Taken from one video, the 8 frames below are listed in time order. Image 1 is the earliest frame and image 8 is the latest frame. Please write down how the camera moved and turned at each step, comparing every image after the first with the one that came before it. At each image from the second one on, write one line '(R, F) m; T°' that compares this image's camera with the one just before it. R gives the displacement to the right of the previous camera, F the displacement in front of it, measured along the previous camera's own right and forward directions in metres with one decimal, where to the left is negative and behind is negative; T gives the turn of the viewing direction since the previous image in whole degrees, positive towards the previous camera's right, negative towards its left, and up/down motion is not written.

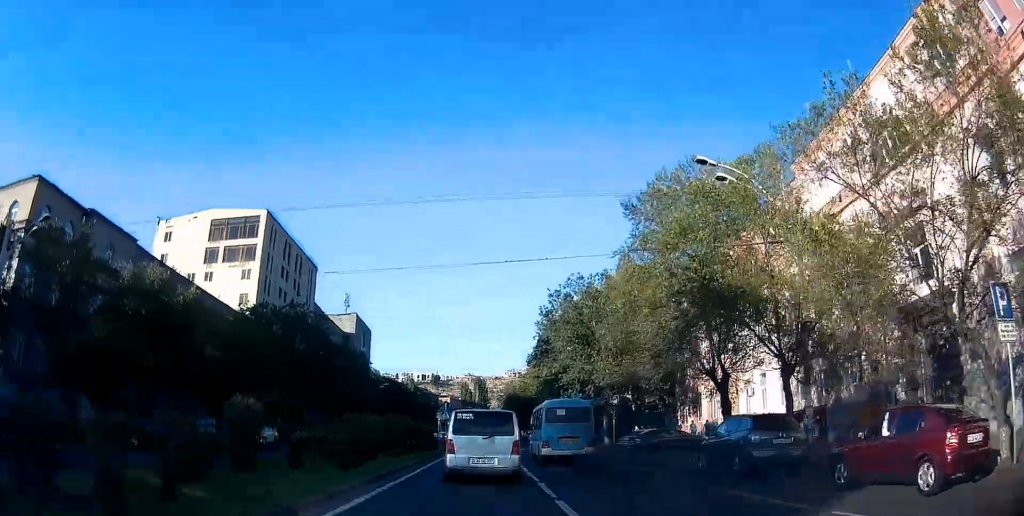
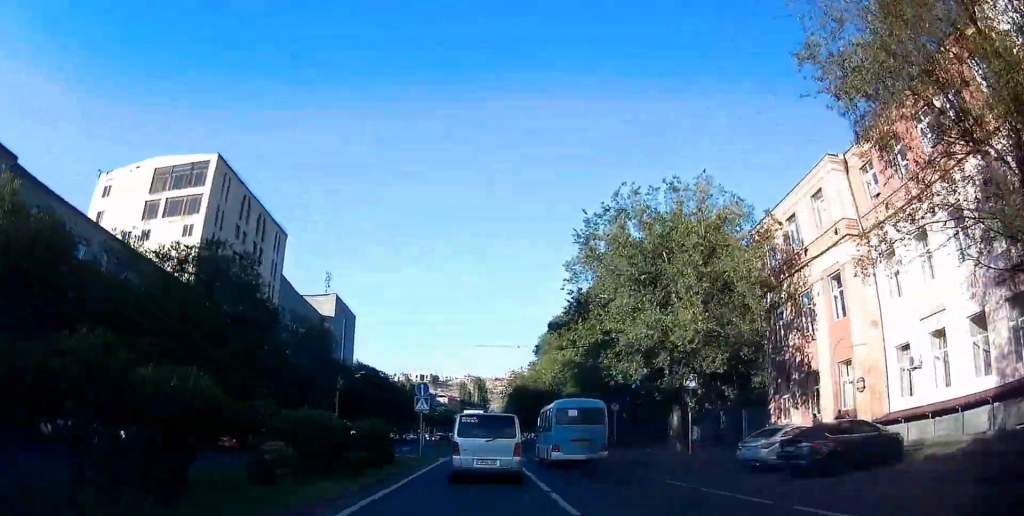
(-0.2, +18.1) m; -1°
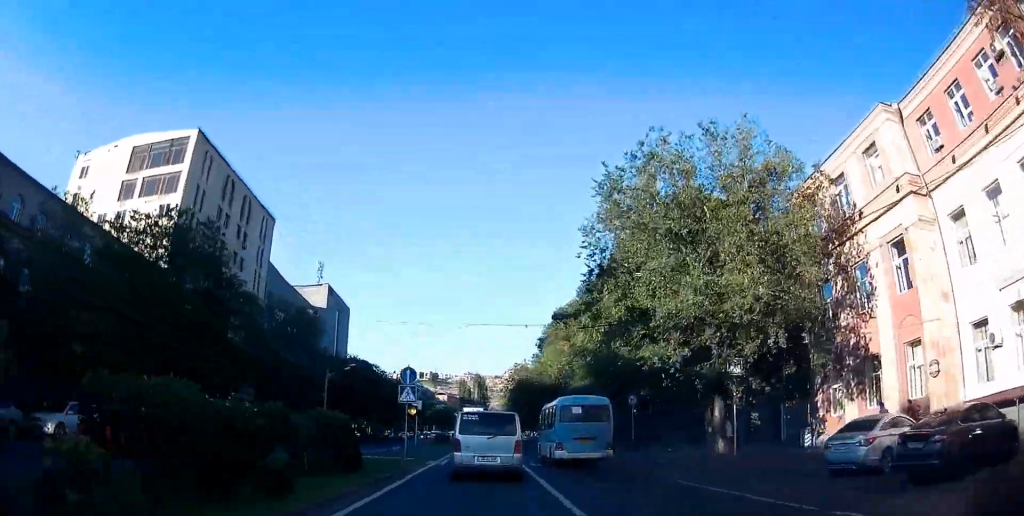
(-0.2, +5.7) m; +1°
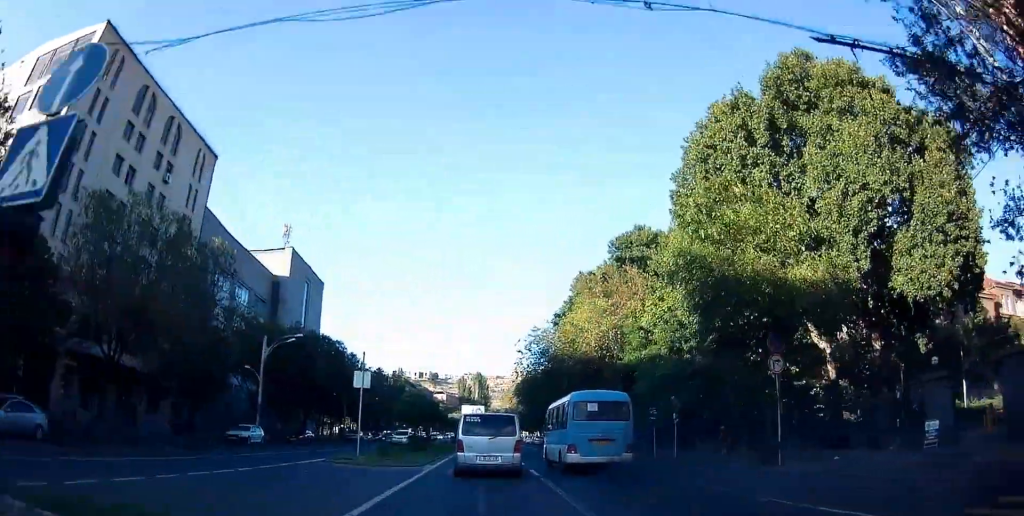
(+0.6, +21.2) m; +3°
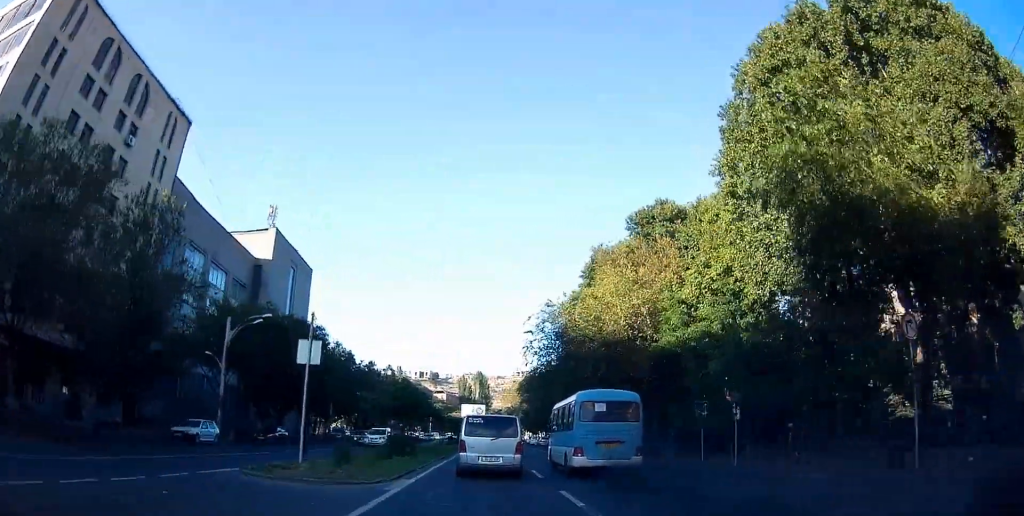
(0.0, +7.9) m; -1°
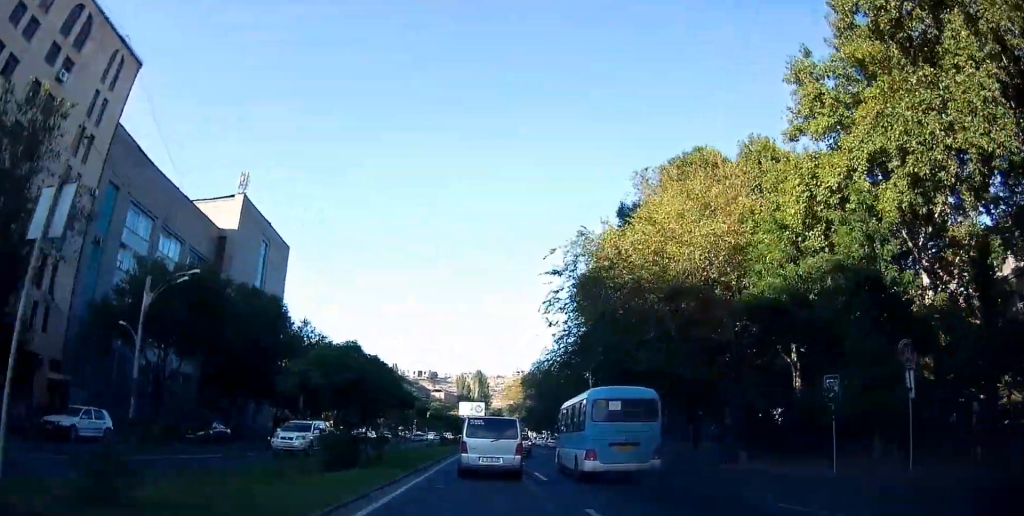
(-0.1, +11.4) m; 0°
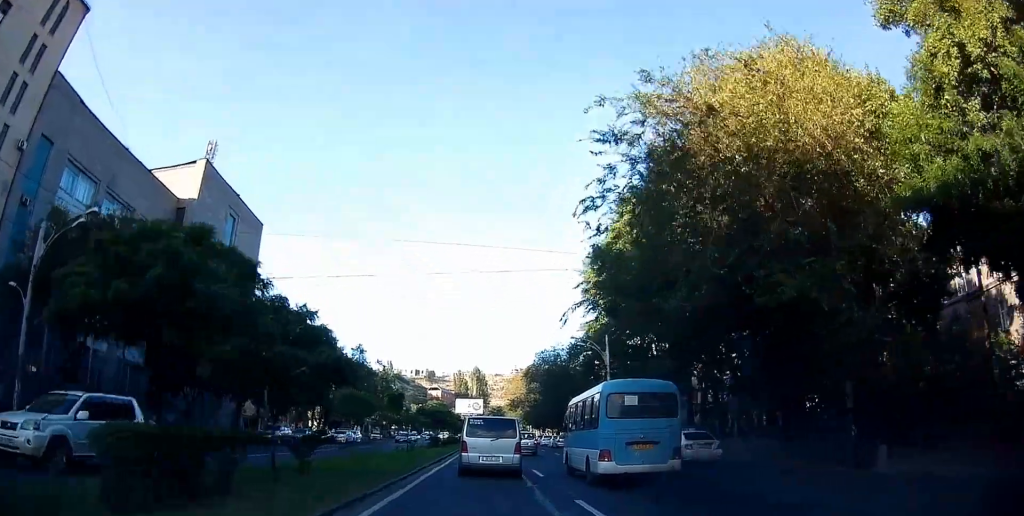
(-0.3, +9.6) m; +1°
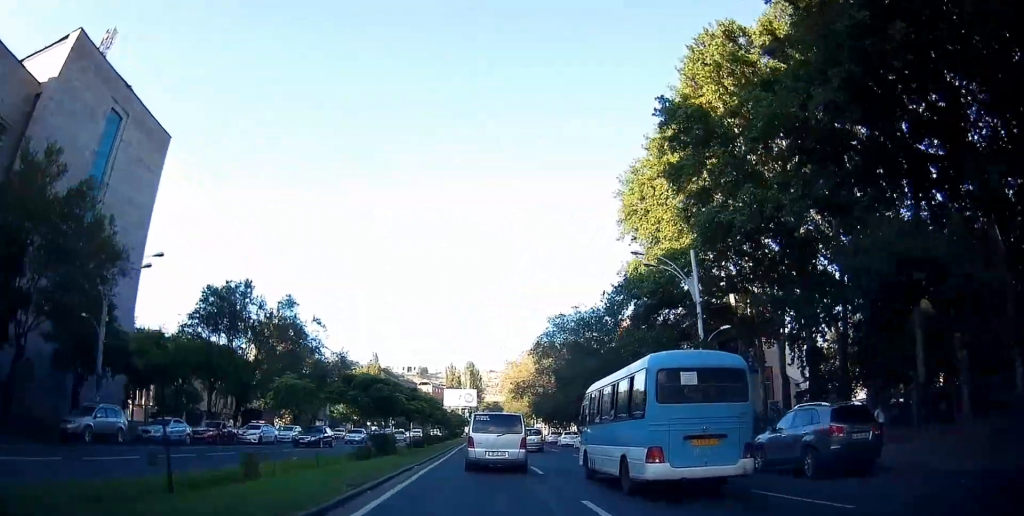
(+0.7, +23.6) m; 0°
